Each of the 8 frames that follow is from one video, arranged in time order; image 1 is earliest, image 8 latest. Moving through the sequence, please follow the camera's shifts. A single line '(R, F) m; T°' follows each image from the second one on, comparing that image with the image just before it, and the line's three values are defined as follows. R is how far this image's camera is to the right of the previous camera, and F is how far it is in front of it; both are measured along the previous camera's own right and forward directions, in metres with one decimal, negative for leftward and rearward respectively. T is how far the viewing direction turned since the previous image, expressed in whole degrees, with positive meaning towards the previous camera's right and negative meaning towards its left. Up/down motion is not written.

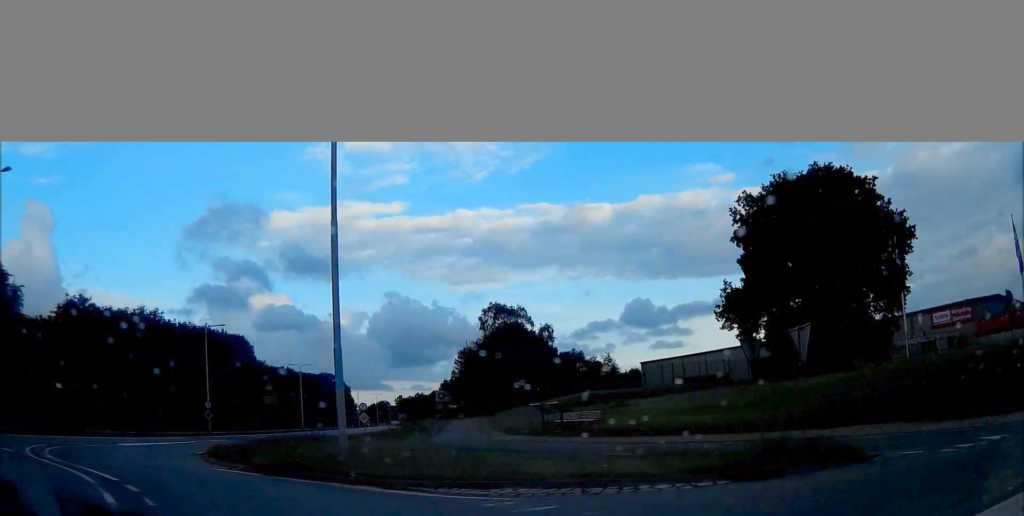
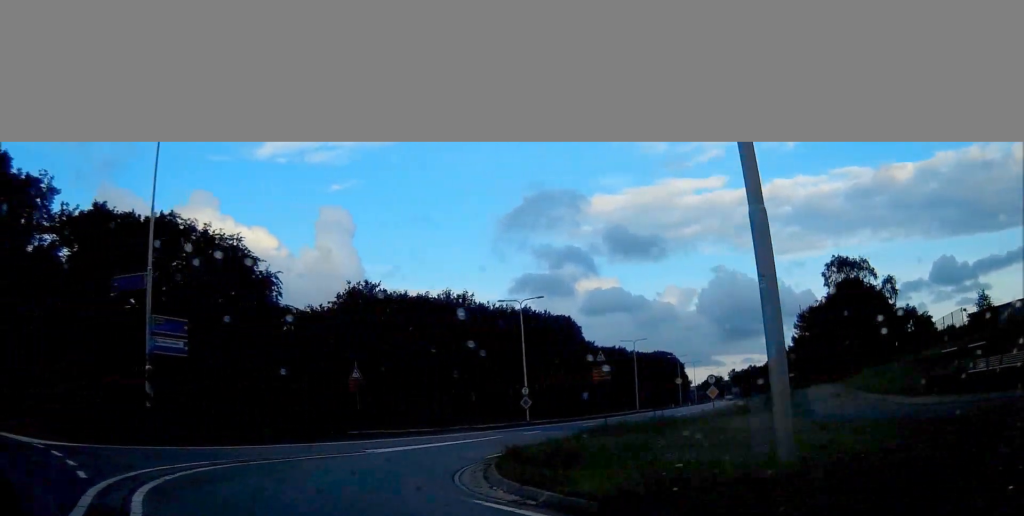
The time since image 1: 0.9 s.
(-2.1, +9.9) m; -17°
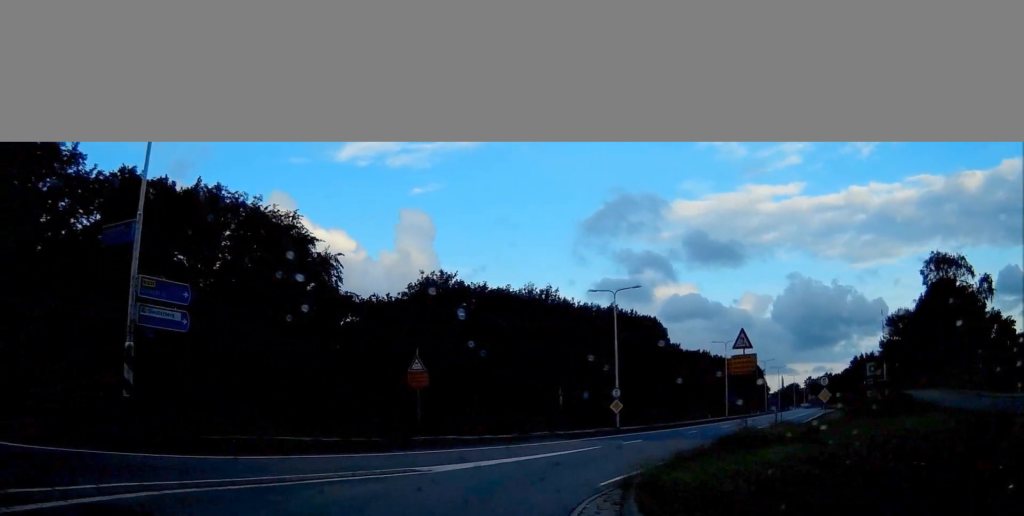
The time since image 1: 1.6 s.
(-0.6, +7.4) m; -4°
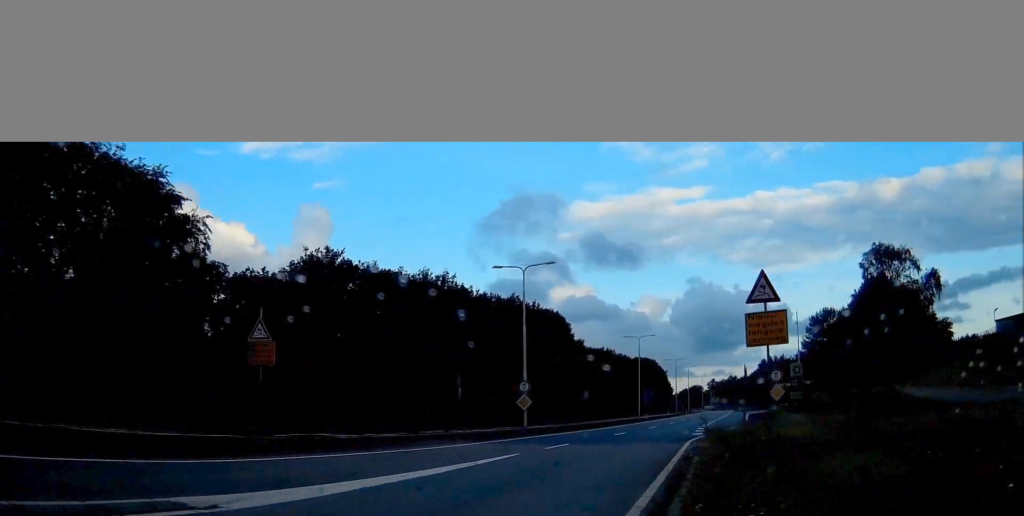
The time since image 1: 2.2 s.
(-0.6, +8.2) m; +3°
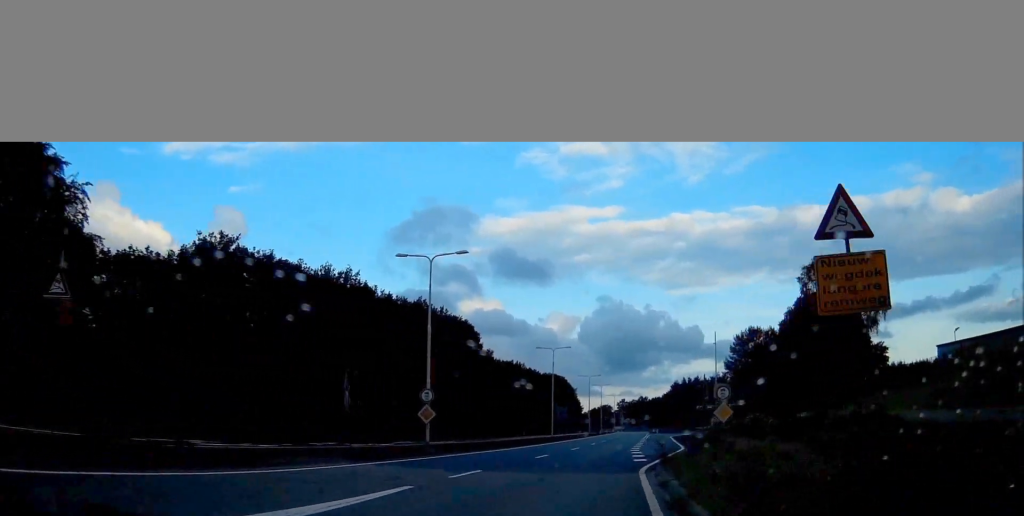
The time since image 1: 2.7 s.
(+0.6, +6.3) m; +4°
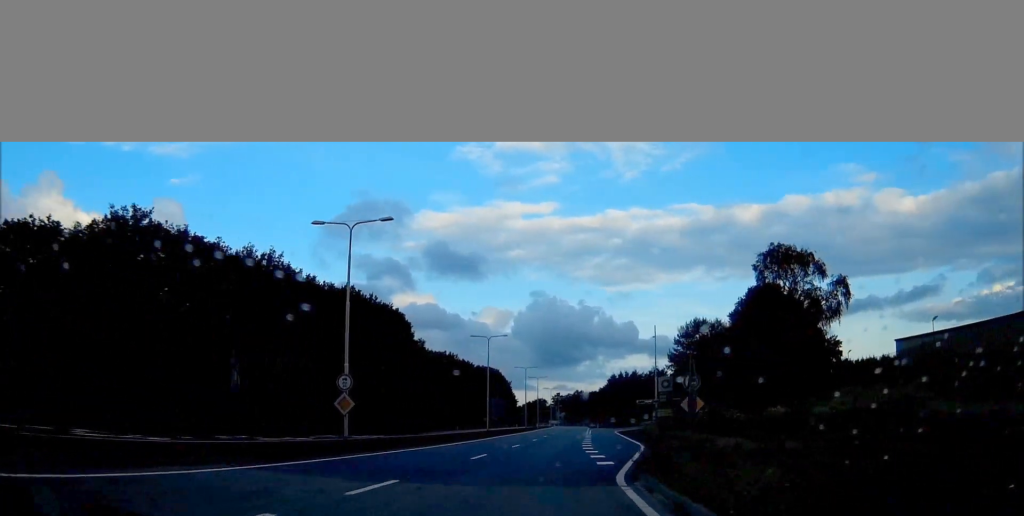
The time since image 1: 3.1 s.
(+0.2, +5.5) m; +4°
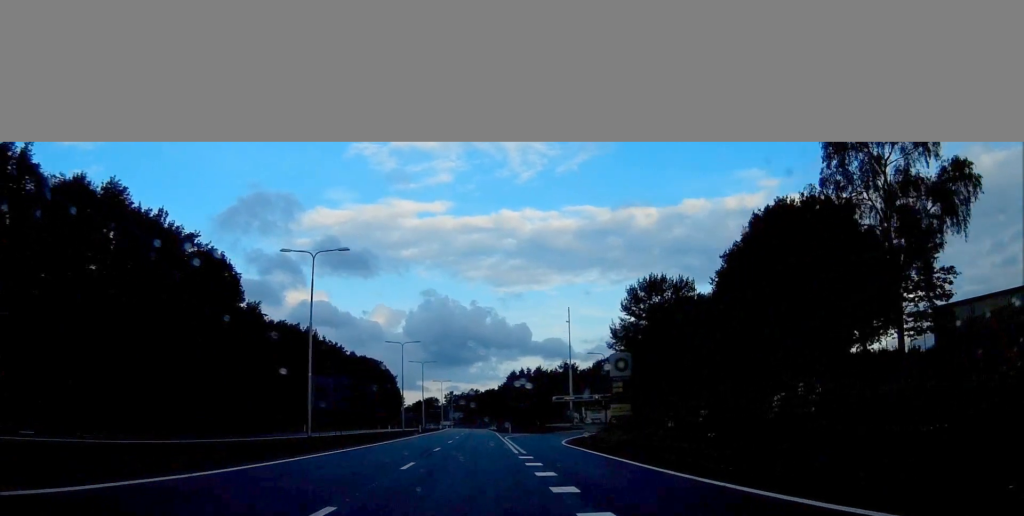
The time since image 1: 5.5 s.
(+4.5, +39.5) m; +9°
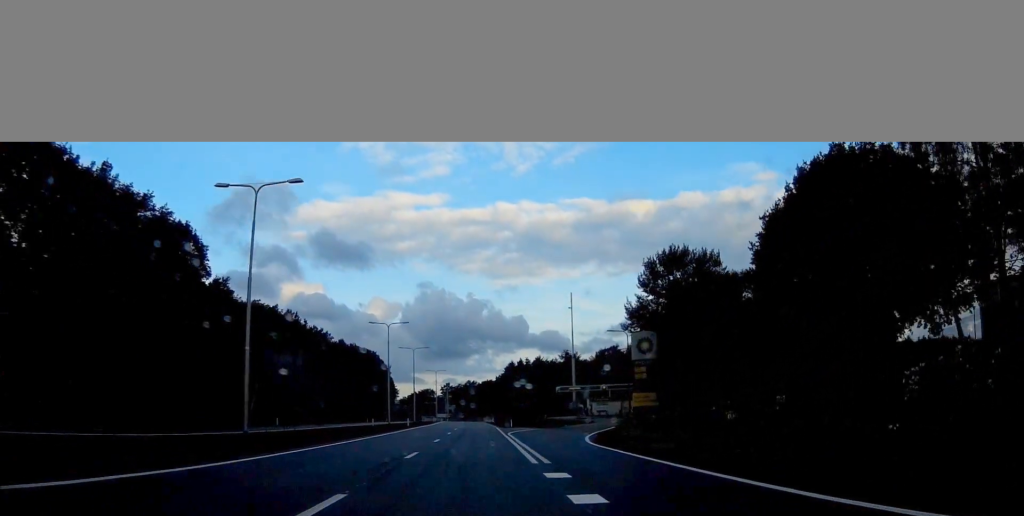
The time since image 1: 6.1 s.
(+0.1, +10.6) m; 0°
